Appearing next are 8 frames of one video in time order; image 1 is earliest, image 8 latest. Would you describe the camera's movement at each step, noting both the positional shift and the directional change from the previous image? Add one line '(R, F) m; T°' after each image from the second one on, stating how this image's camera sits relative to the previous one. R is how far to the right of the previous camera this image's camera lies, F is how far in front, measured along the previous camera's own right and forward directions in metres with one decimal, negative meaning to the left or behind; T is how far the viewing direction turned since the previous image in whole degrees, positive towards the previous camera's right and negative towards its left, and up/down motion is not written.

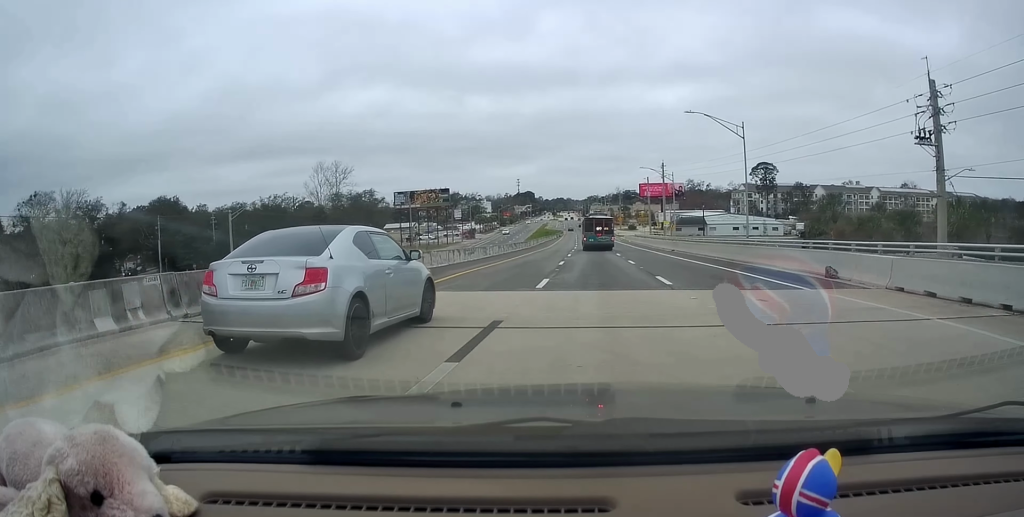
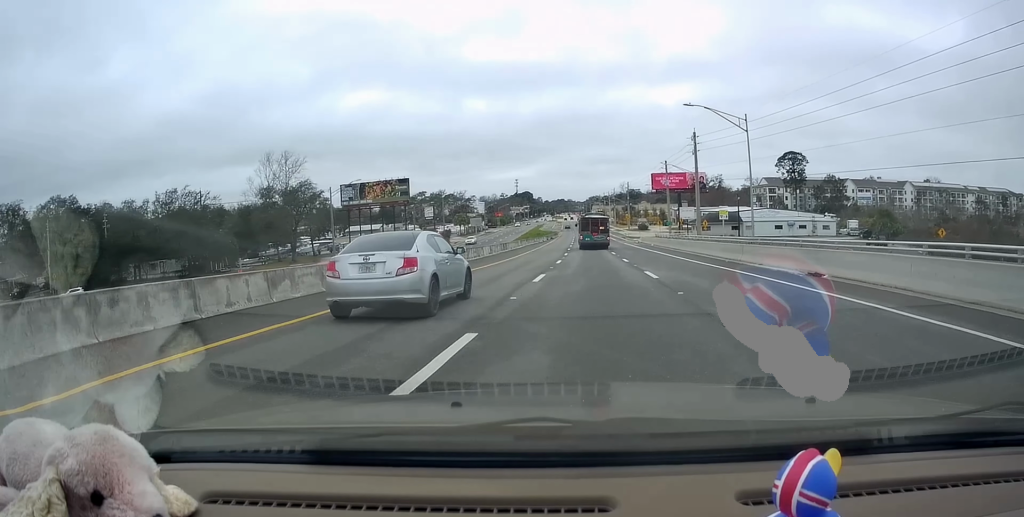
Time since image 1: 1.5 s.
(+0.1, +35.2) m; 0°
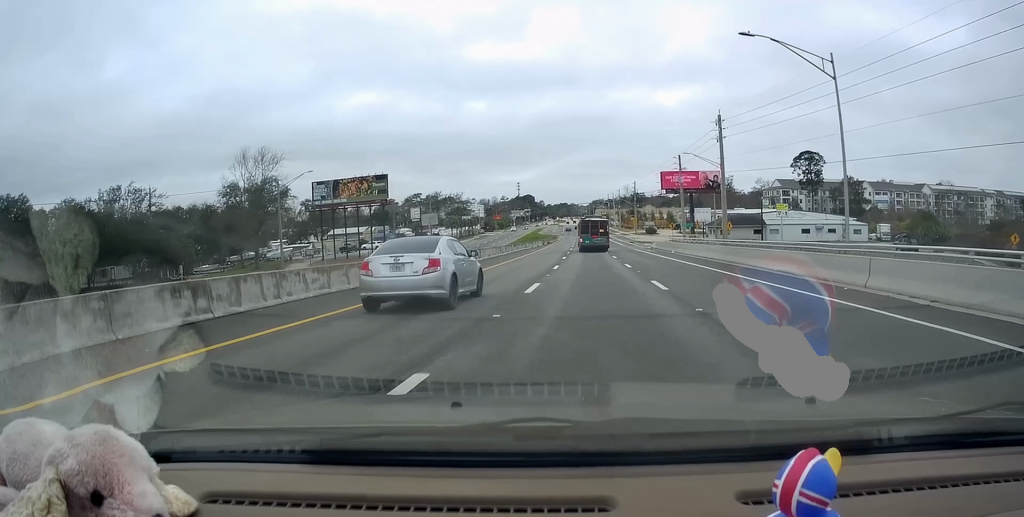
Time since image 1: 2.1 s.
(0.0, +14.4) m; 0°
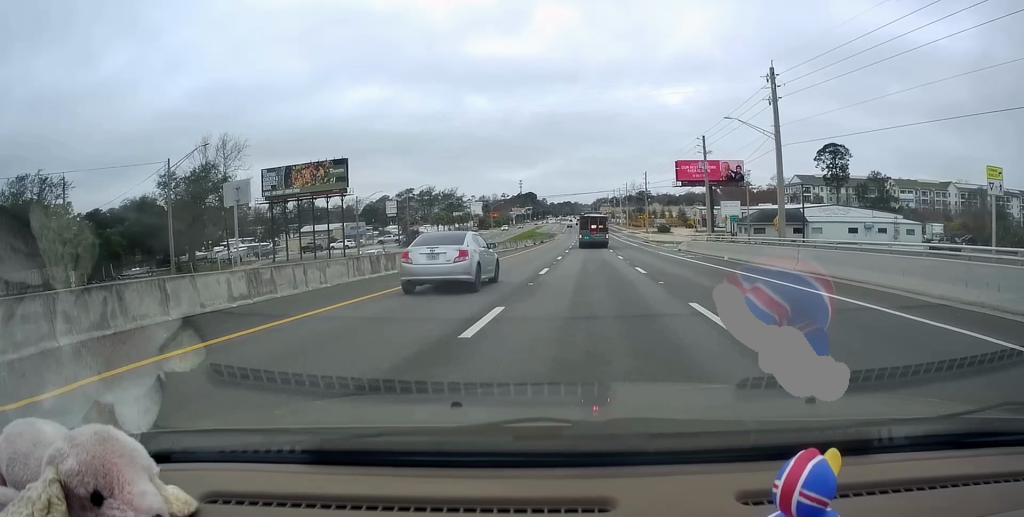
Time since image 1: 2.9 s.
(0.0, +19.2) m; 0°
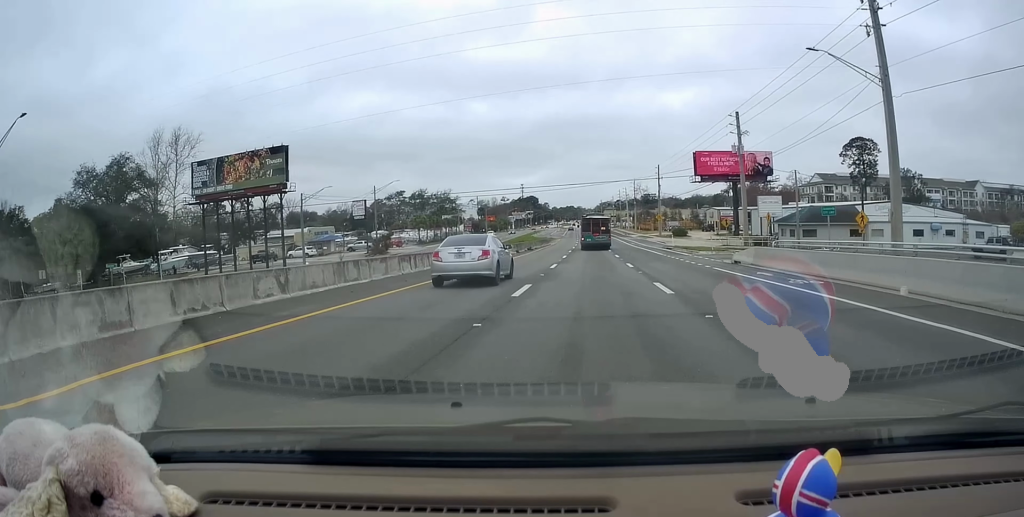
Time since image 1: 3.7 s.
(+0.1, +18.8) m; 0°
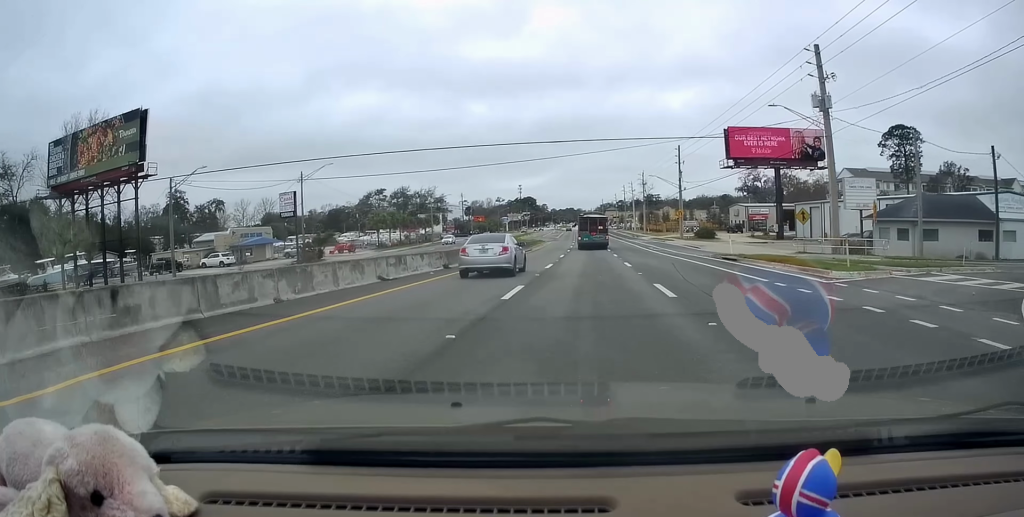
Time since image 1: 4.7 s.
(-0.1, +25.2) m; -2°
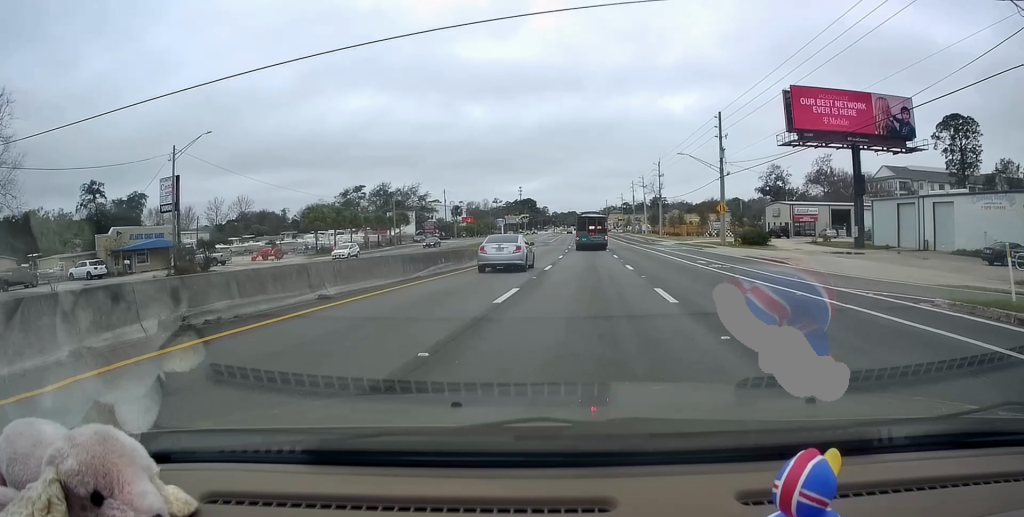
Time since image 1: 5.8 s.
(-0.5, +25.2) m; 0°
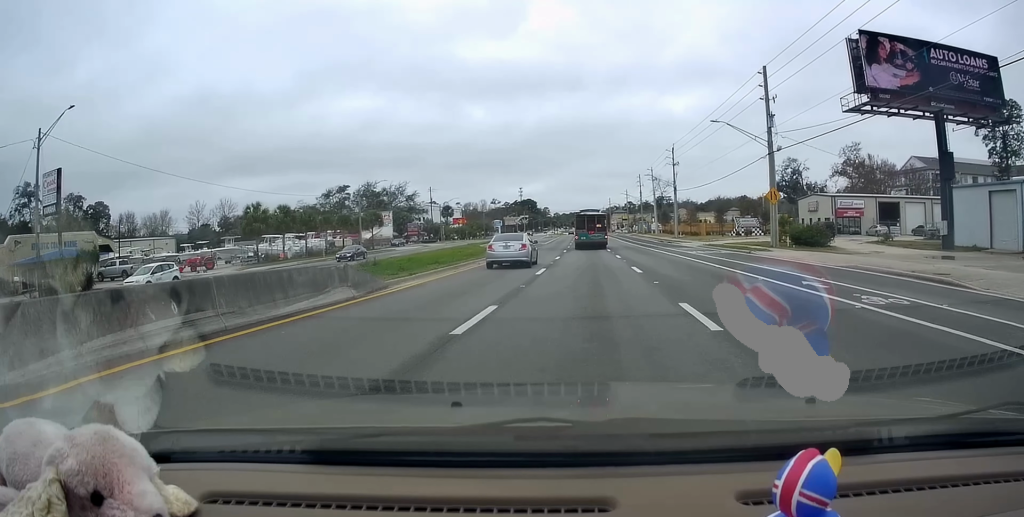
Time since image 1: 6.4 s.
(+0.3, +16.0) m; +1°
